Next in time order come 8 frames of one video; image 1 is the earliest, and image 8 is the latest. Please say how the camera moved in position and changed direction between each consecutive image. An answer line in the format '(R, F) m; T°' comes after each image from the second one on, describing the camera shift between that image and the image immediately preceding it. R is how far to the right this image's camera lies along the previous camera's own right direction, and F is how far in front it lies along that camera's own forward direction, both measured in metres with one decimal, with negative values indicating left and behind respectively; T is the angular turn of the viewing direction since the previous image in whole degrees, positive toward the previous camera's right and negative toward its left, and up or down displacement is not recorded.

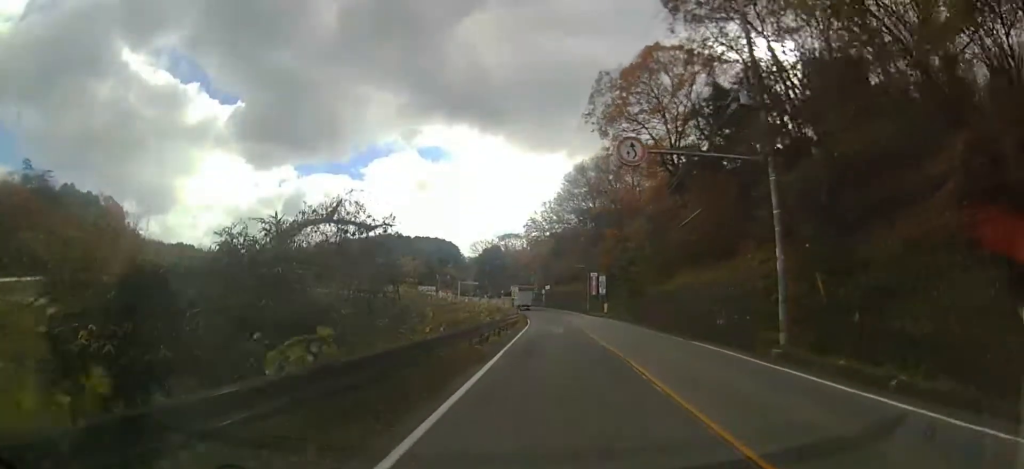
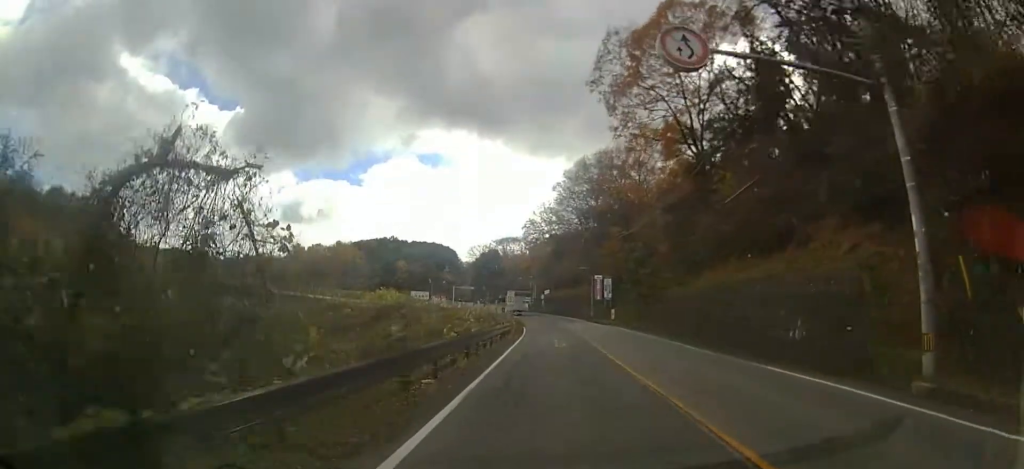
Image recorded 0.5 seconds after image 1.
(0.0, +6.6) m; 0°
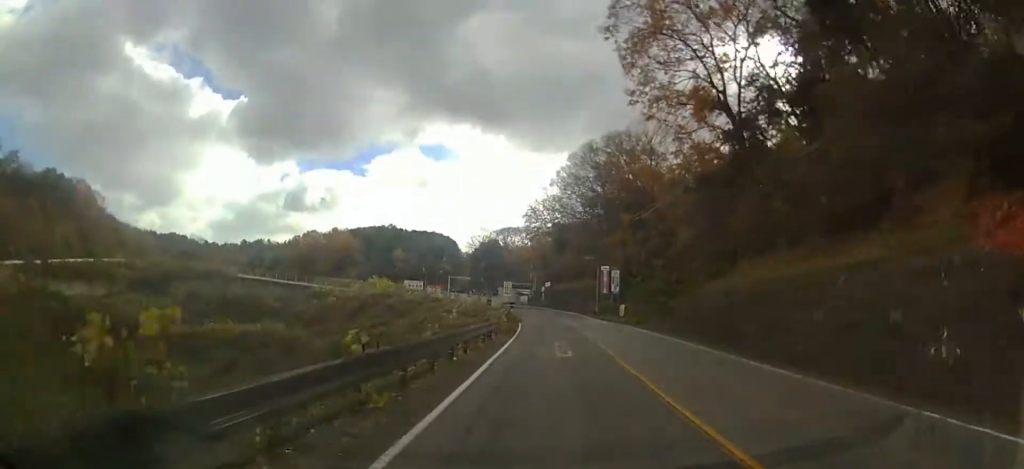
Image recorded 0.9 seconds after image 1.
(0.0, +6.2) m; 0°
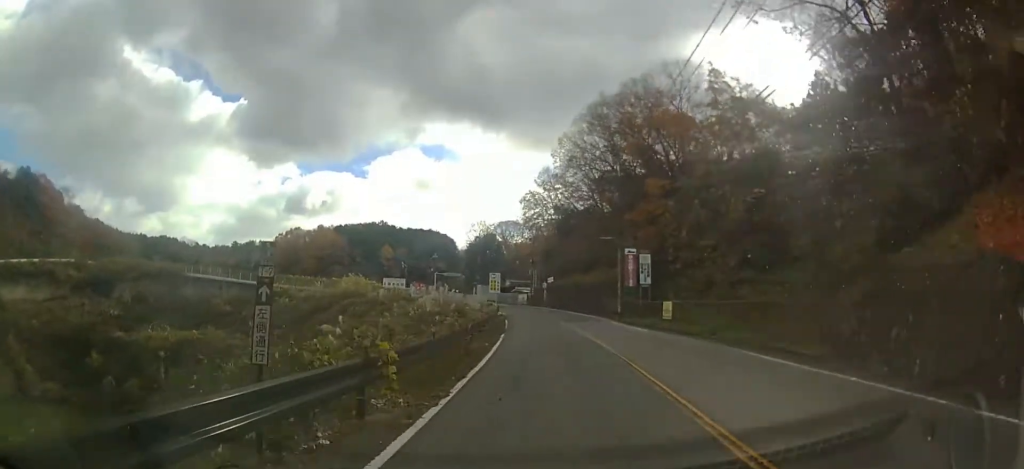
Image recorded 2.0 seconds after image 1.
(+0.2, +15.8) m; 0°
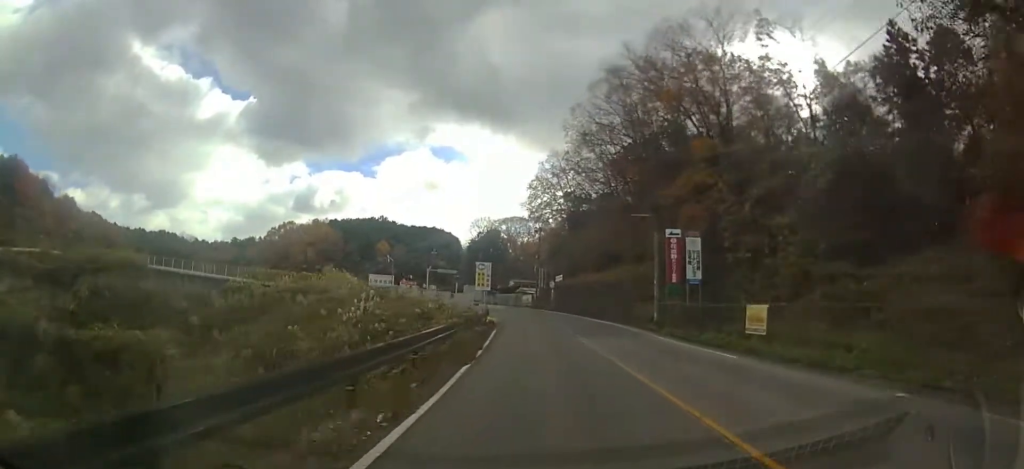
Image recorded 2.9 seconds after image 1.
(-0.1, +11.9) m; -1°
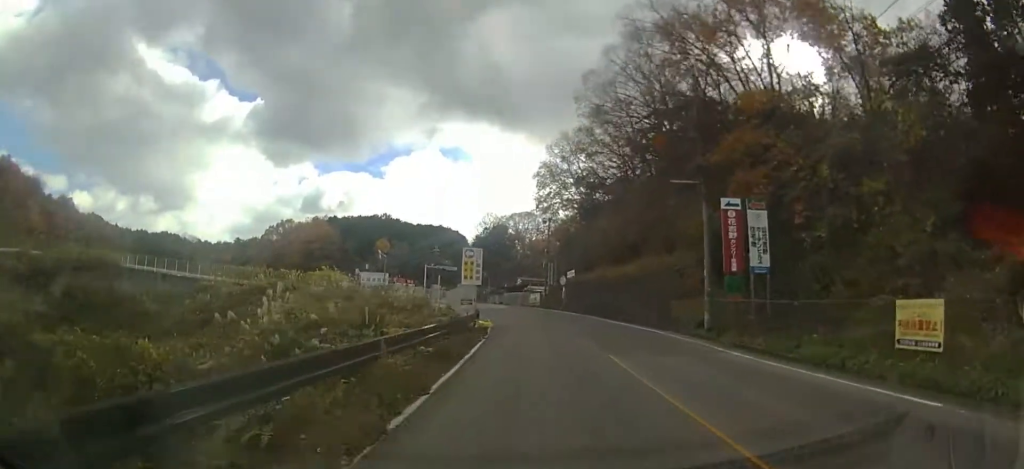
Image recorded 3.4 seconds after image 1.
(-0.1, +7.6) m; 0°
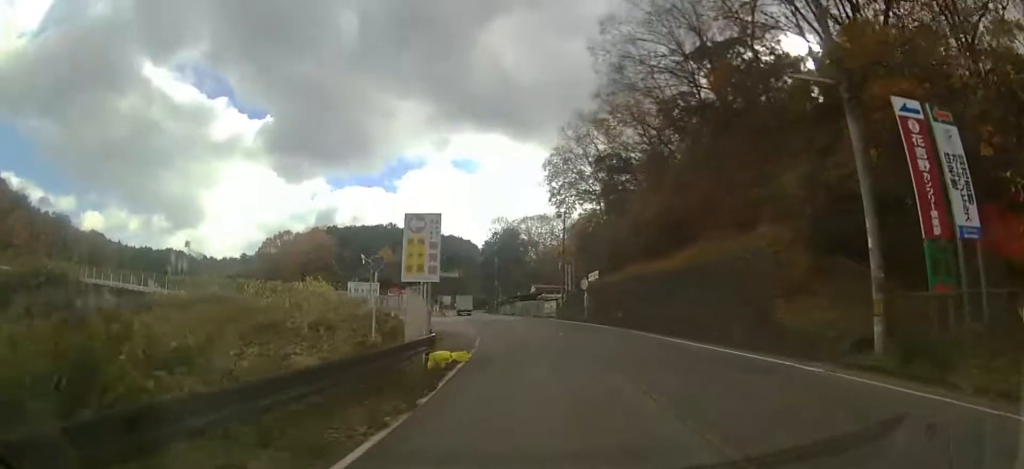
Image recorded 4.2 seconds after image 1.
(+0.1, +11.2) m; -1°
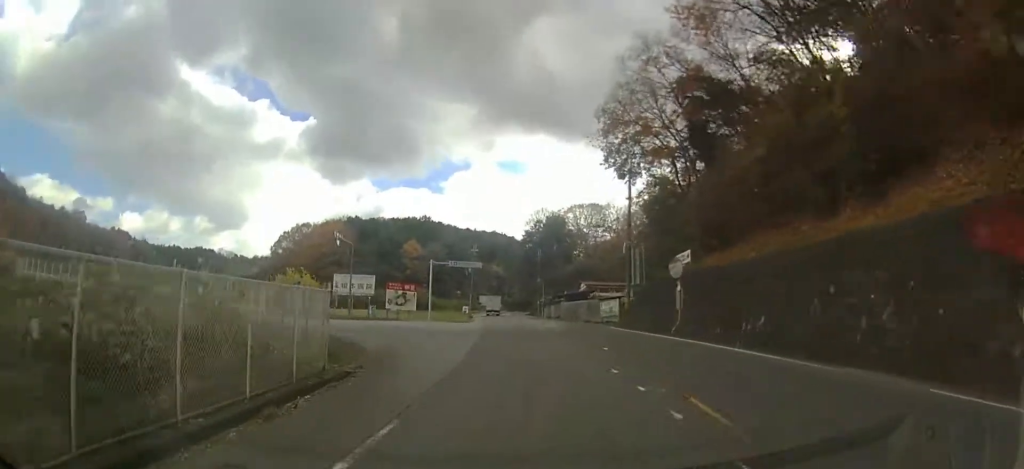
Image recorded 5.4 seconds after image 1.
(-0.4, +17.5) m; -2°
